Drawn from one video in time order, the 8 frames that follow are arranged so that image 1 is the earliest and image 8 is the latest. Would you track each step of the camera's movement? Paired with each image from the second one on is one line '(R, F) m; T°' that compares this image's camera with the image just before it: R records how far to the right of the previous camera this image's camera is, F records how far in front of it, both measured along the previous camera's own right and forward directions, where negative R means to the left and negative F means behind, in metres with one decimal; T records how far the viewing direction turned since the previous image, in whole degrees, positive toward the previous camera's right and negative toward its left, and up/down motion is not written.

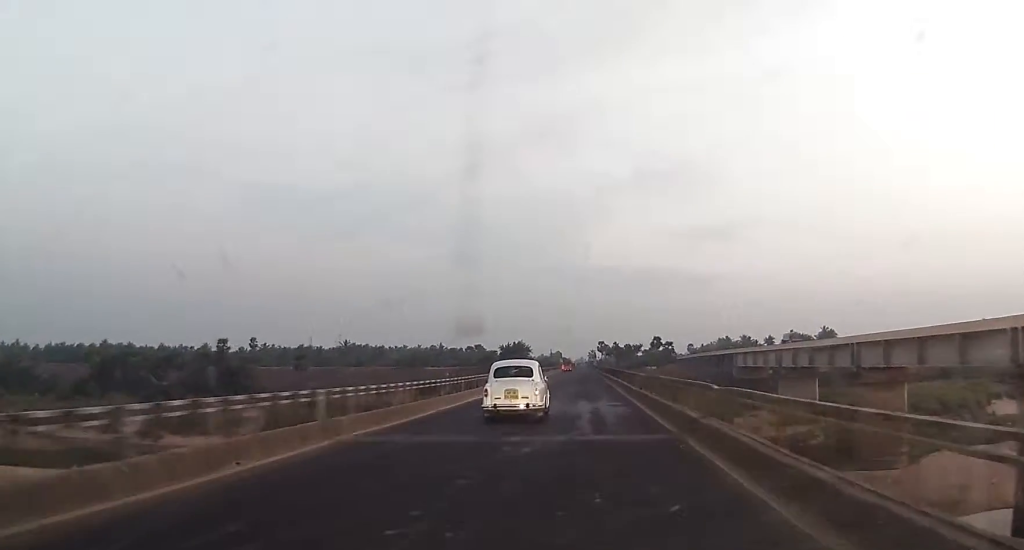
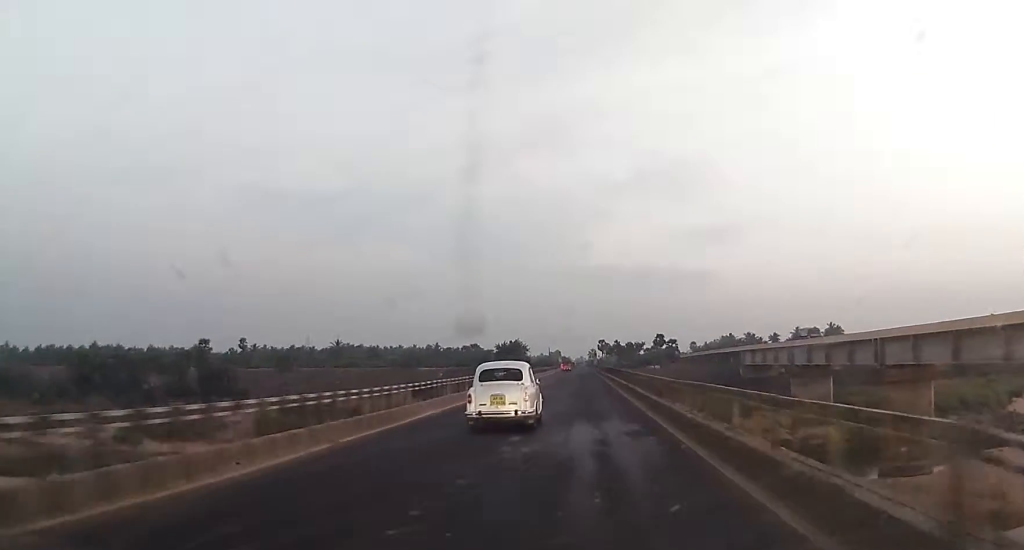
(+0.2, +10.6) m; 0°
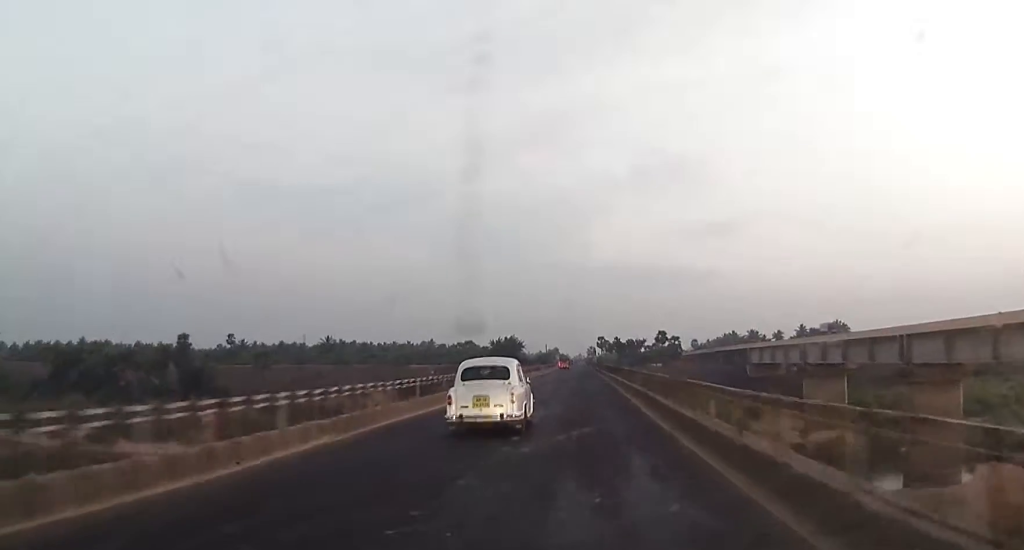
(+0.2, +10.5) m; 0°
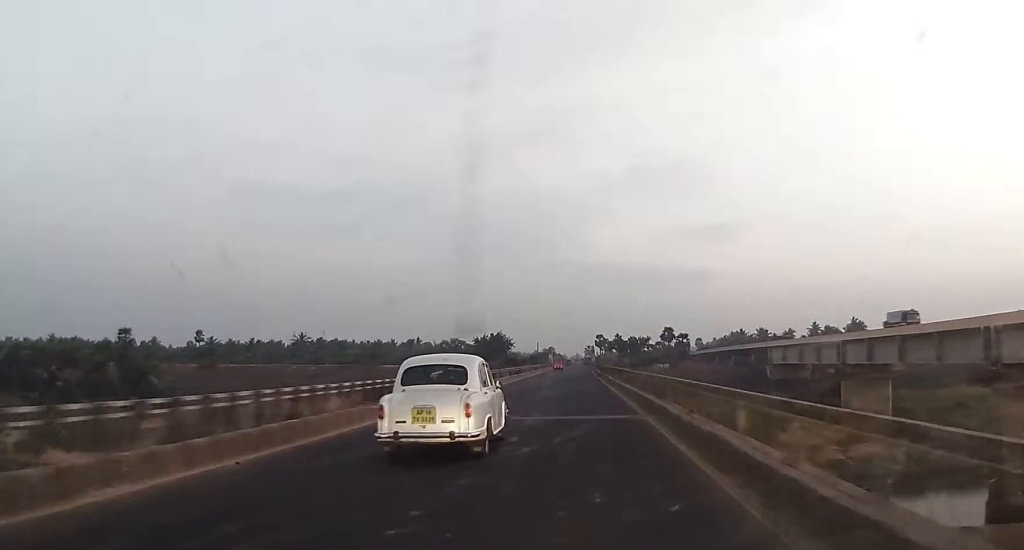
(-0.6, +24.8) m; 0°
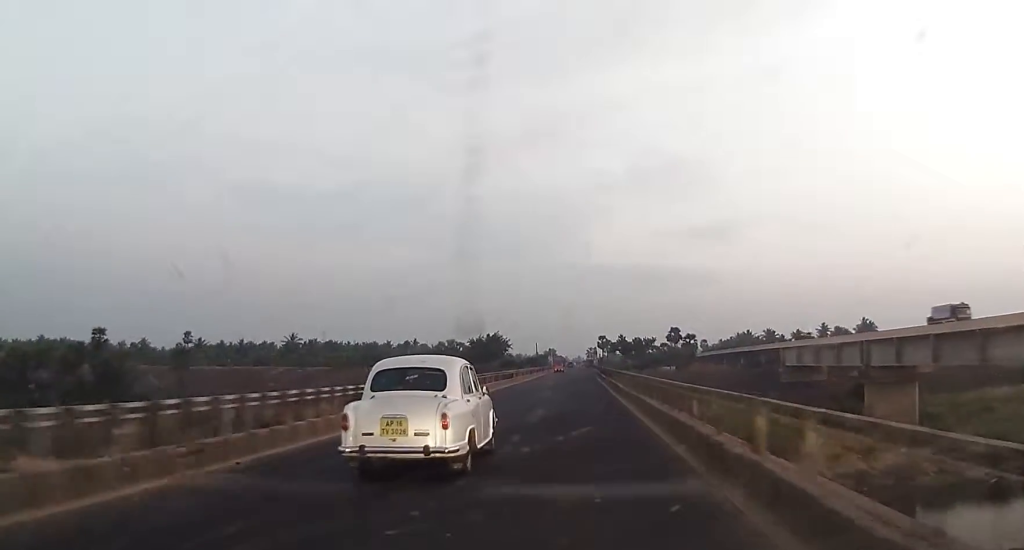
(+0.1, +10.5) m; +1°
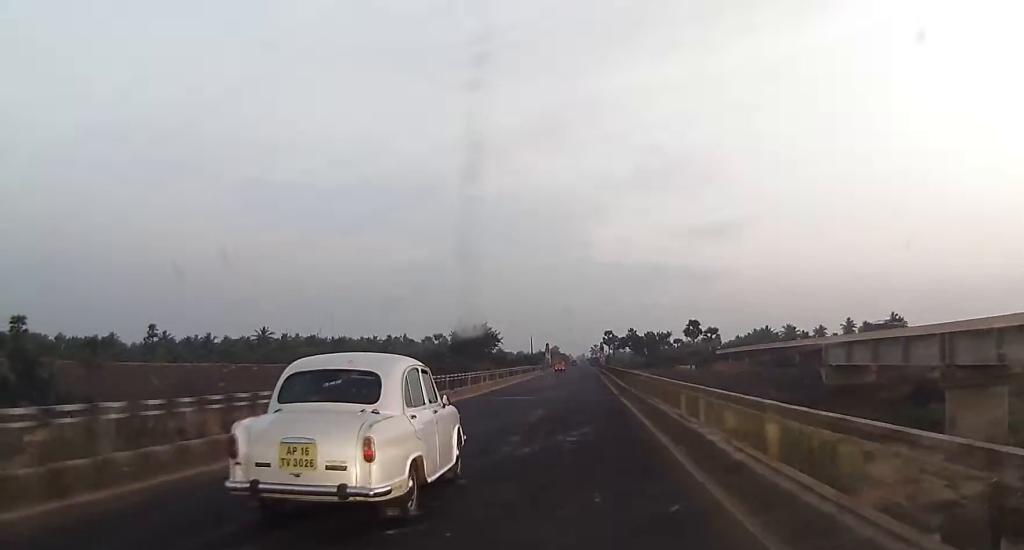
(+0.3, +27.9) m; -1°
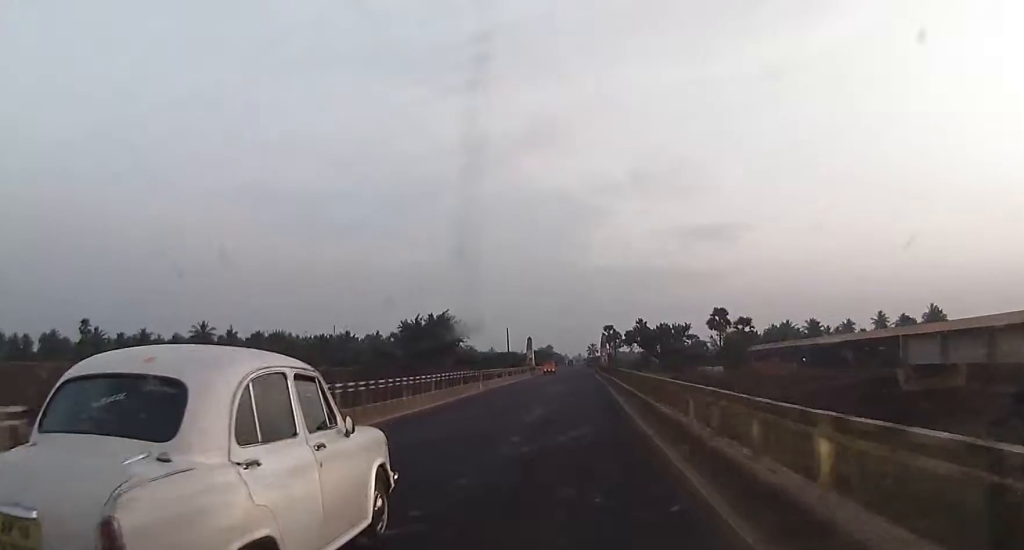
(-0.5, +36.7) m; -1°
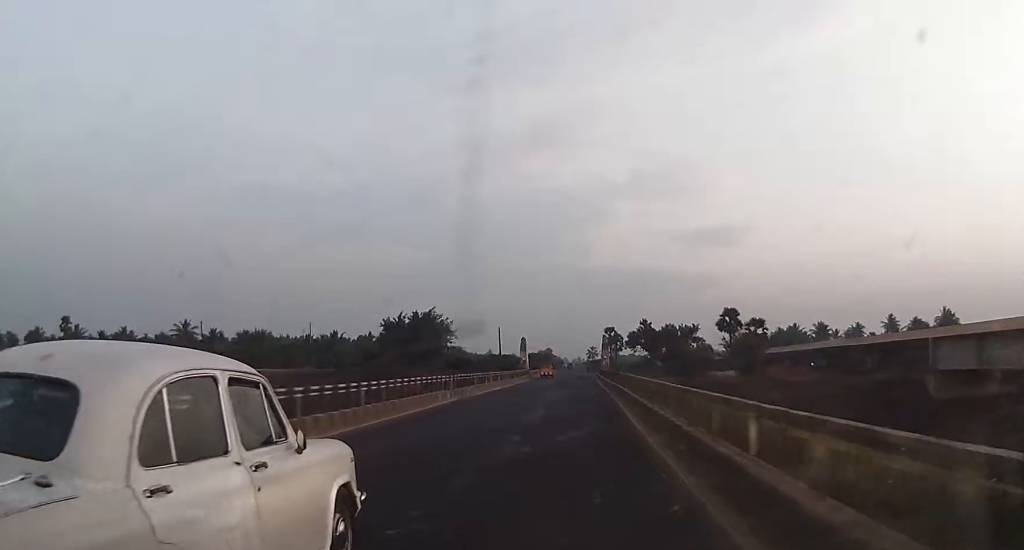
(-0.1, +9.5) m; -1°
